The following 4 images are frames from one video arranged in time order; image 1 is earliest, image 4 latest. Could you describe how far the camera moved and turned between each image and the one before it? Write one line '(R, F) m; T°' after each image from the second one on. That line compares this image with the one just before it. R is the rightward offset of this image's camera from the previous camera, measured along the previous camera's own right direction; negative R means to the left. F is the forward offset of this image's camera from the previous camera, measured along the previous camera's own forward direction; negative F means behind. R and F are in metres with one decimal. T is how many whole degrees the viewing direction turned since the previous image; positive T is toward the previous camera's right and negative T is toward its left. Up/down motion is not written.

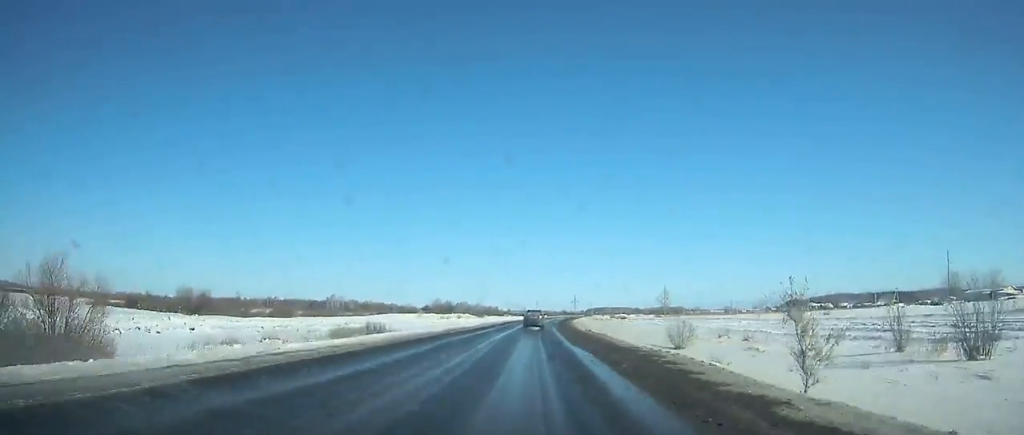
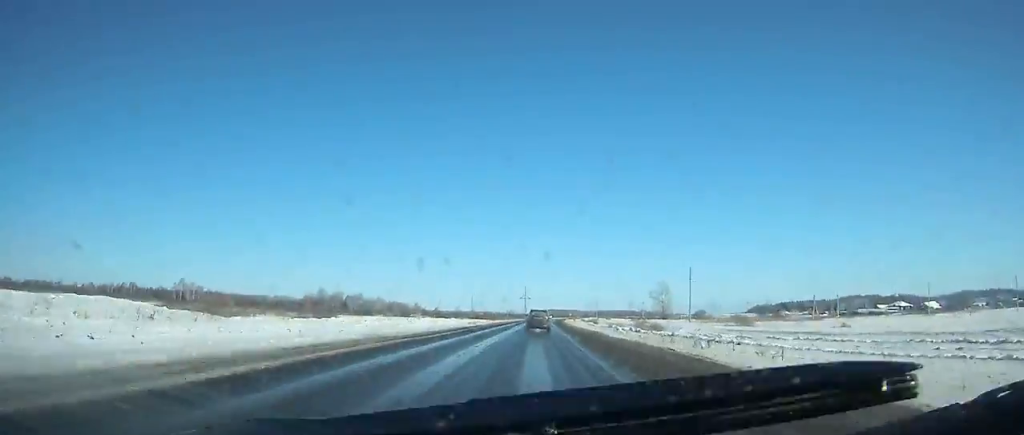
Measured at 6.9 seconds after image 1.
(+7.7, +164.3) m; +5°
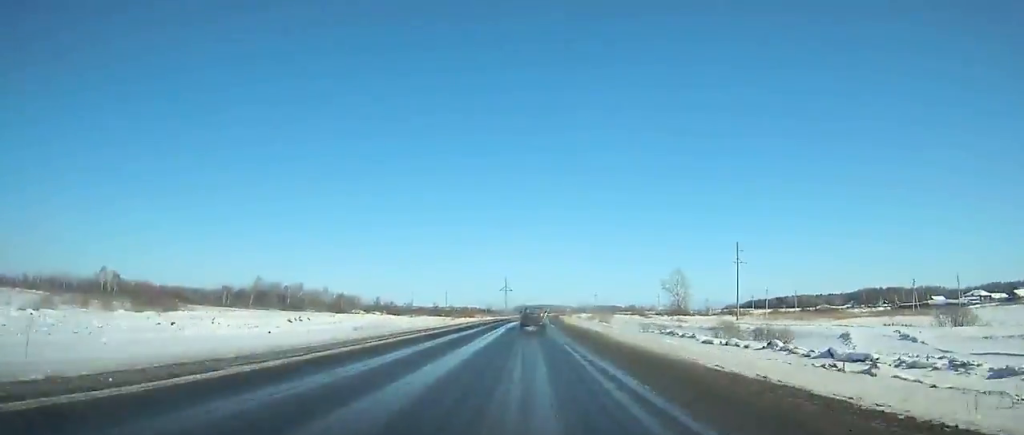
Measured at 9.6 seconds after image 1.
(+0.6, +63.3) m; +2°
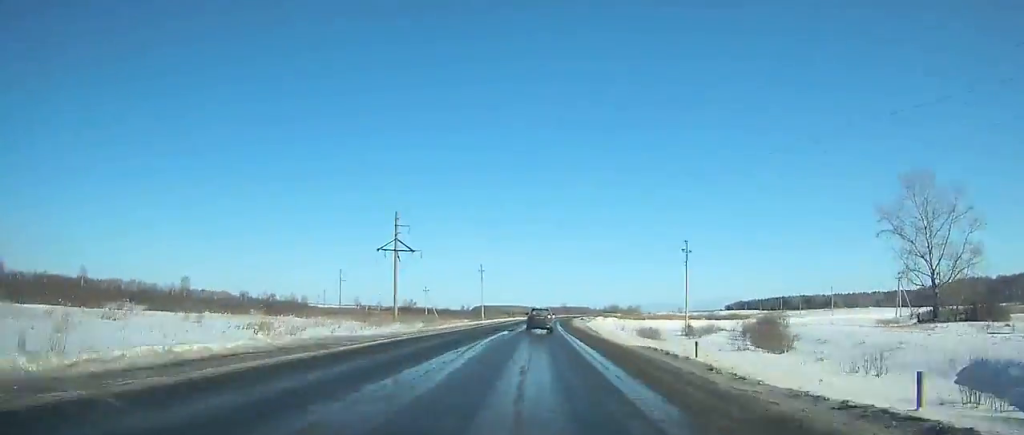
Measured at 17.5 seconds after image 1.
(+6.0, +181.1) m; +4°
